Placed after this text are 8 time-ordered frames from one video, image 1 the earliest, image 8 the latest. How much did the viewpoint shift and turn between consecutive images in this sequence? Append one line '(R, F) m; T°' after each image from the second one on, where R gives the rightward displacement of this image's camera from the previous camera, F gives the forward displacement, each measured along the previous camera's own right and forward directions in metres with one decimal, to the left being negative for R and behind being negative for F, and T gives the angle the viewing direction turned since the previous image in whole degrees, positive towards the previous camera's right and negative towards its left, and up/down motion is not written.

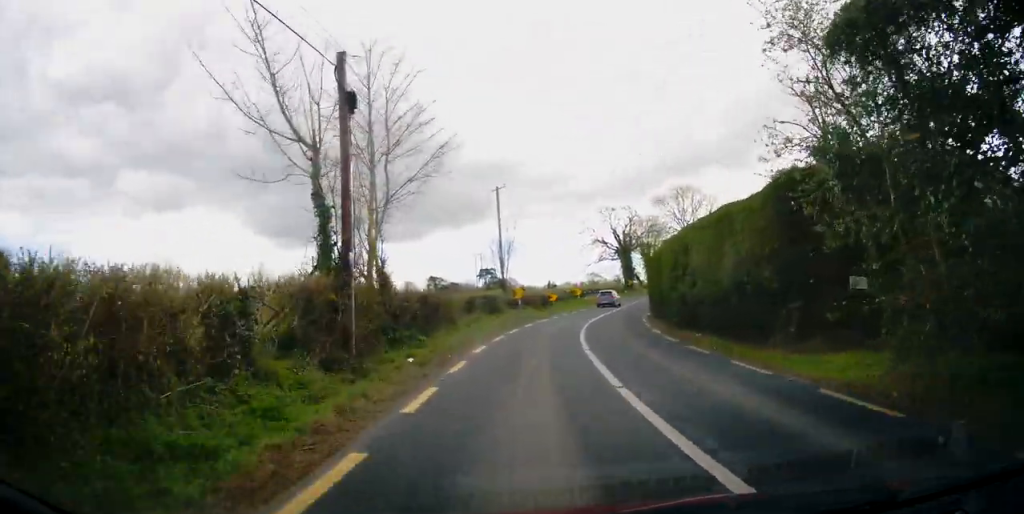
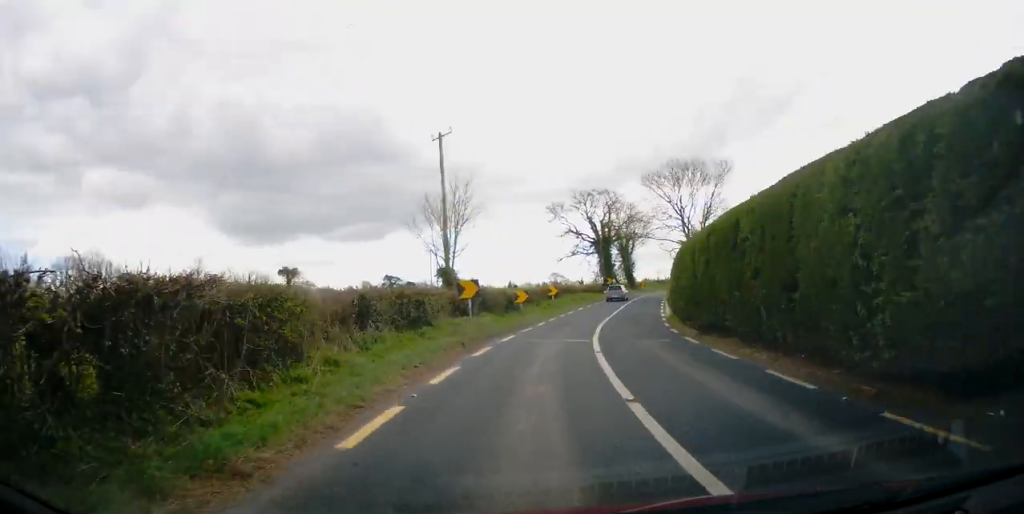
(0.0, +13.7) m; +3°
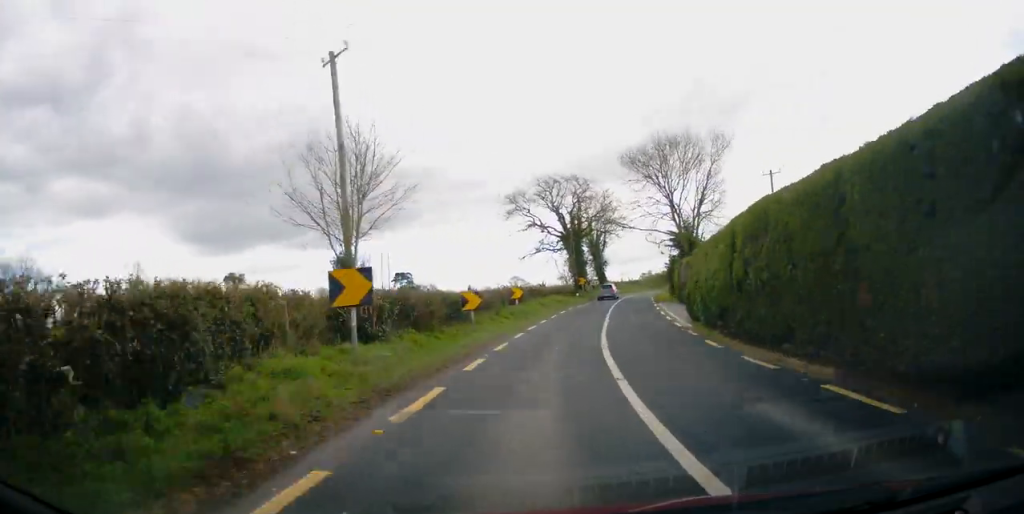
(+0.4, +10.6) m; +5°
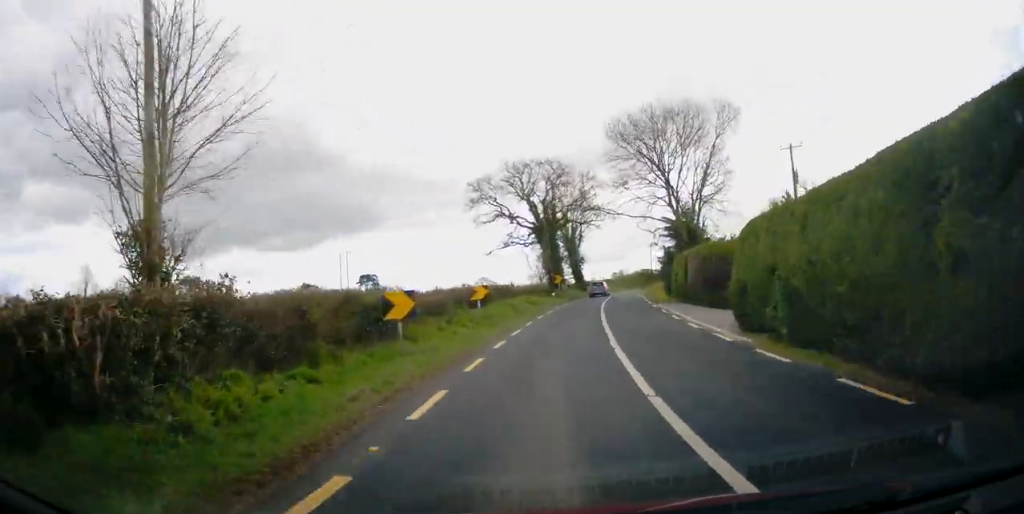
(+0.4, +8.4) m; +3°
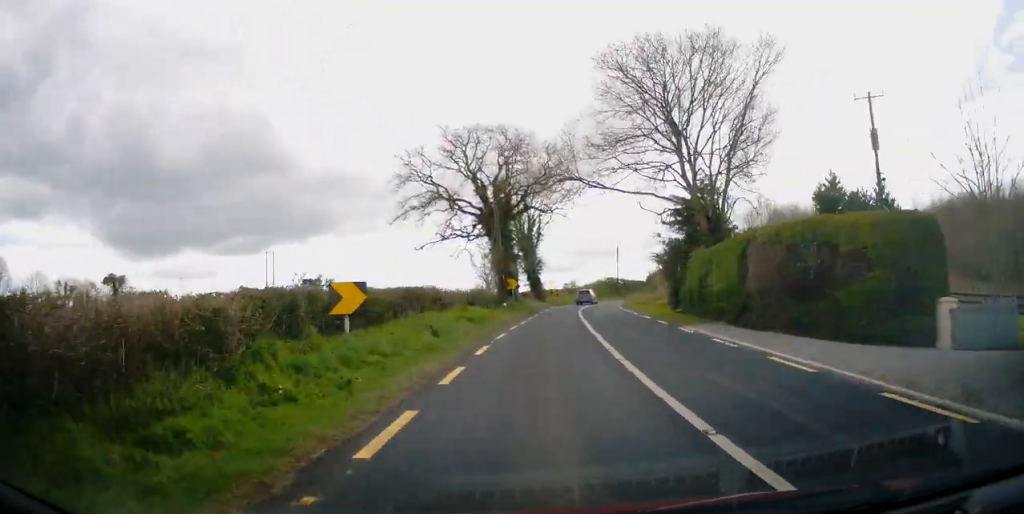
(+0.5, +13.7) m; +4°
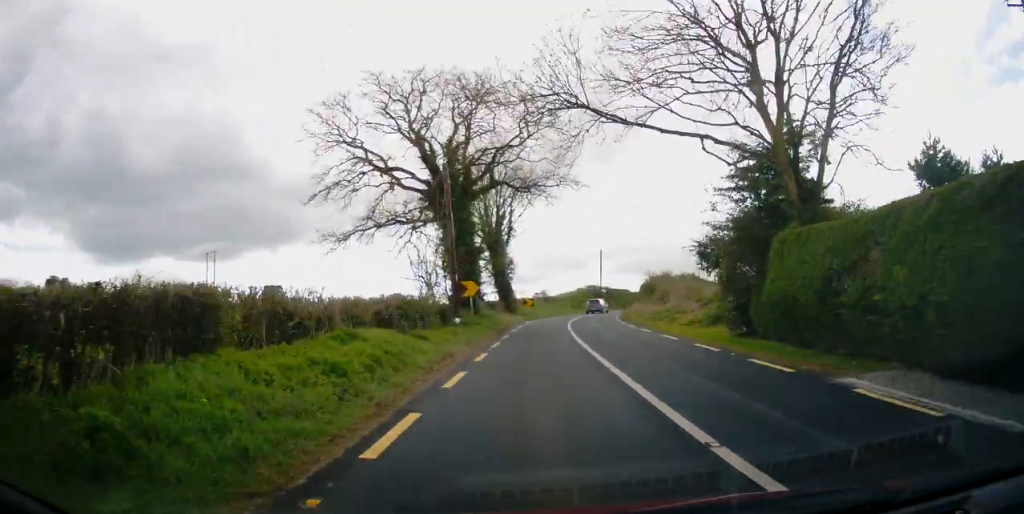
(+0.1, +12.1) m; +4°
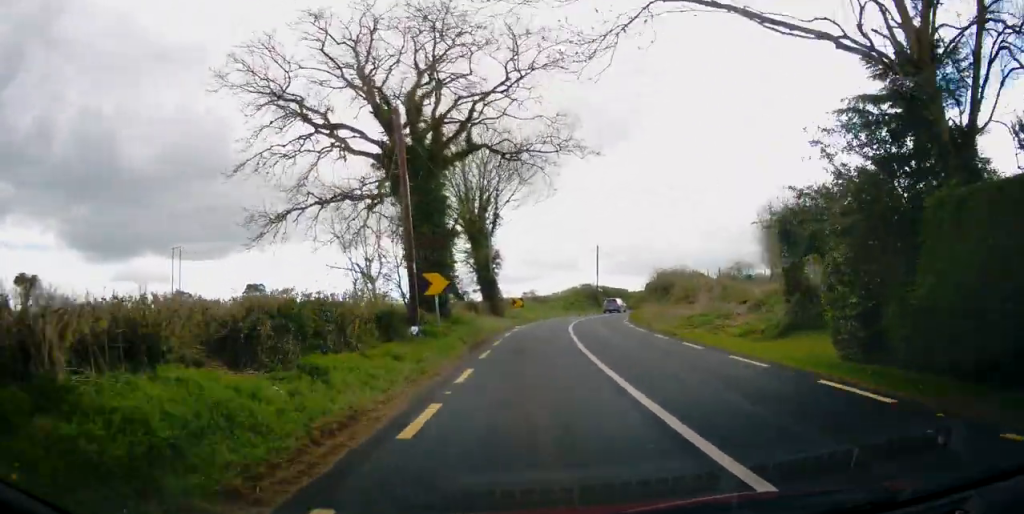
(+0.4, +7.3) m; +2°
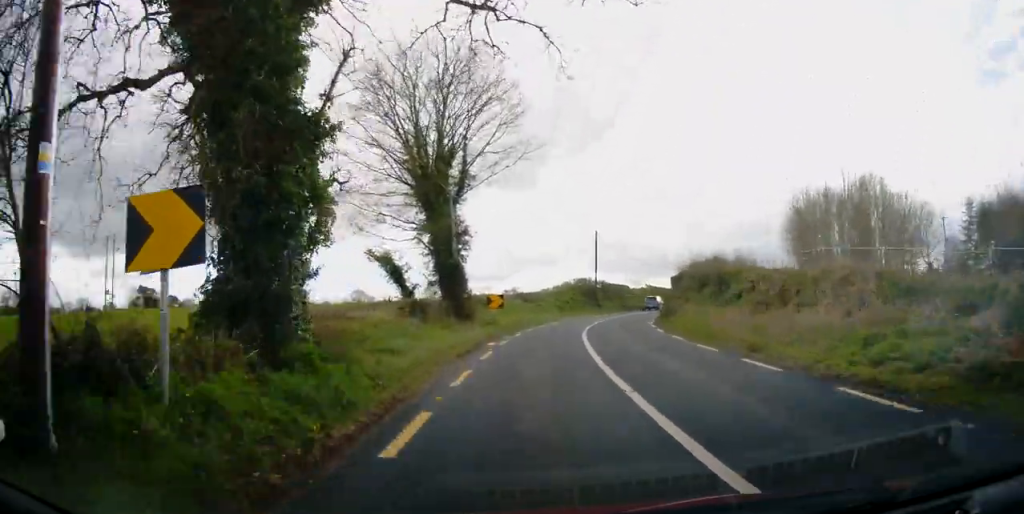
(+0.4, +13.0) m; +2°
